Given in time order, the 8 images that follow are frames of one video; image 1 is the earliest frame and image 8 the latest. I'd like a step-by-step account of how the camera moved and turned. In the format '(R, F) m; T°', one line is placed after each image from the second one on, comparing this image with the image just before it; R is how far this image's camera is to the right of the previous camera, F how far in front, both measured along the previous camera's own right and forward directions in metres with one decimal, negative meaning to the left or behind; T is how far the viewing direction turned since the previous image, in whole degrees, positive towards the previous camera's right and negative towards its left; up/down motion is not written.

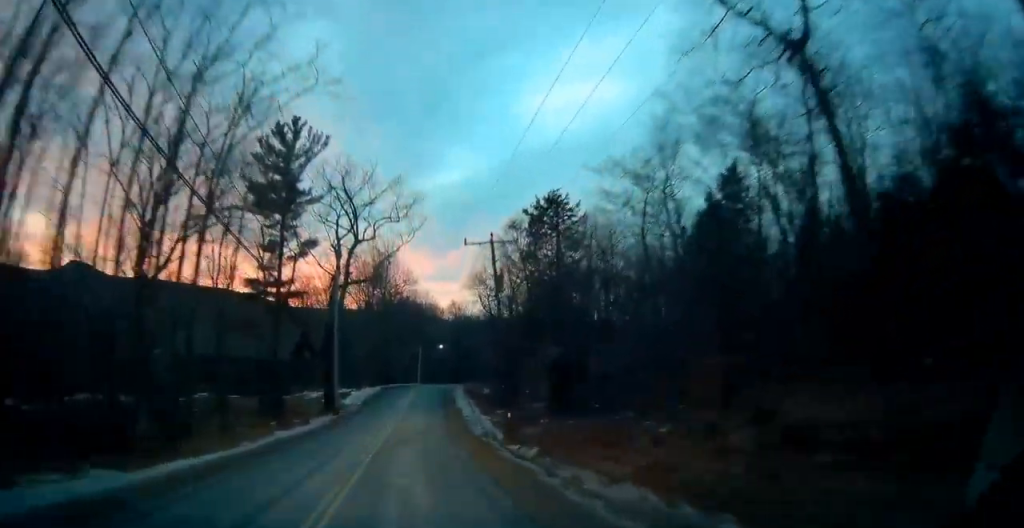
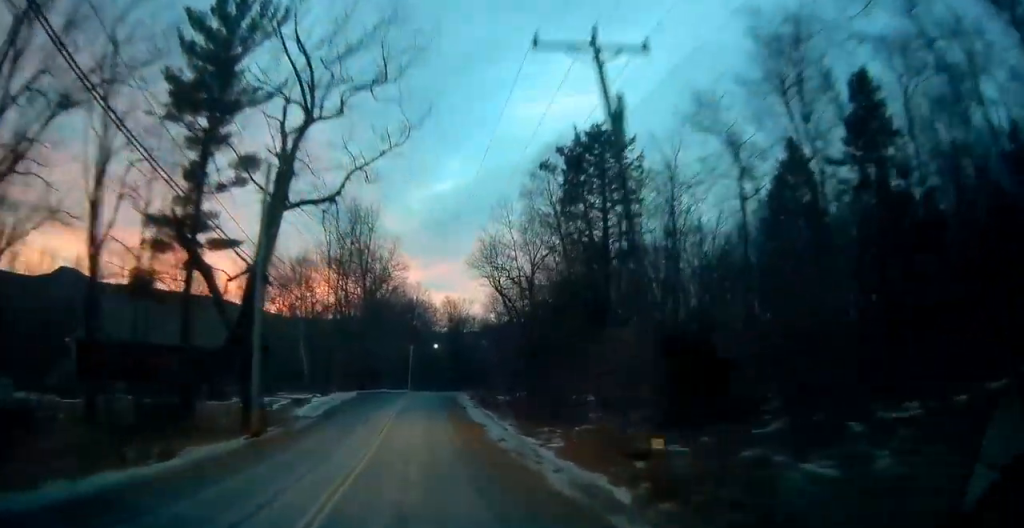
(+0.1, +19.2) m; +1°
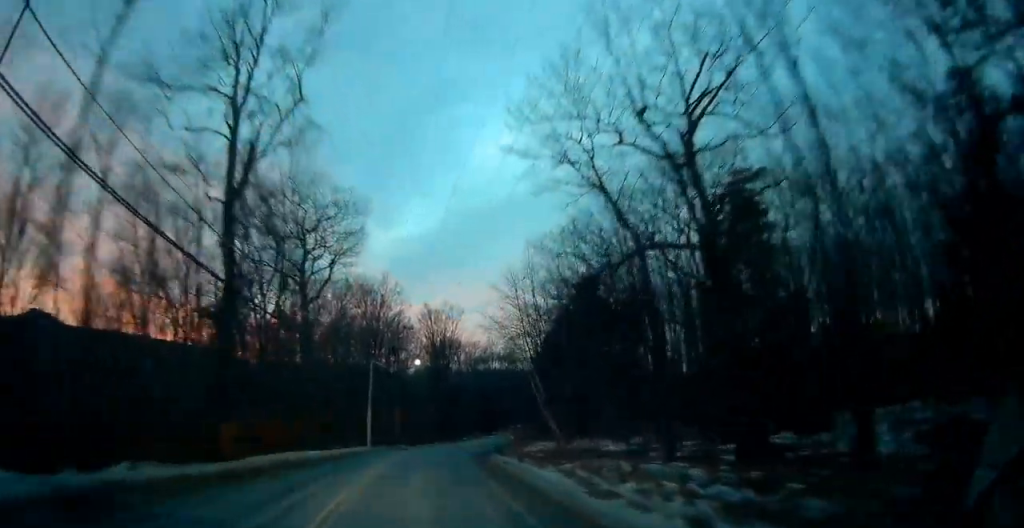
(+1.2, +42.8) m; +4°
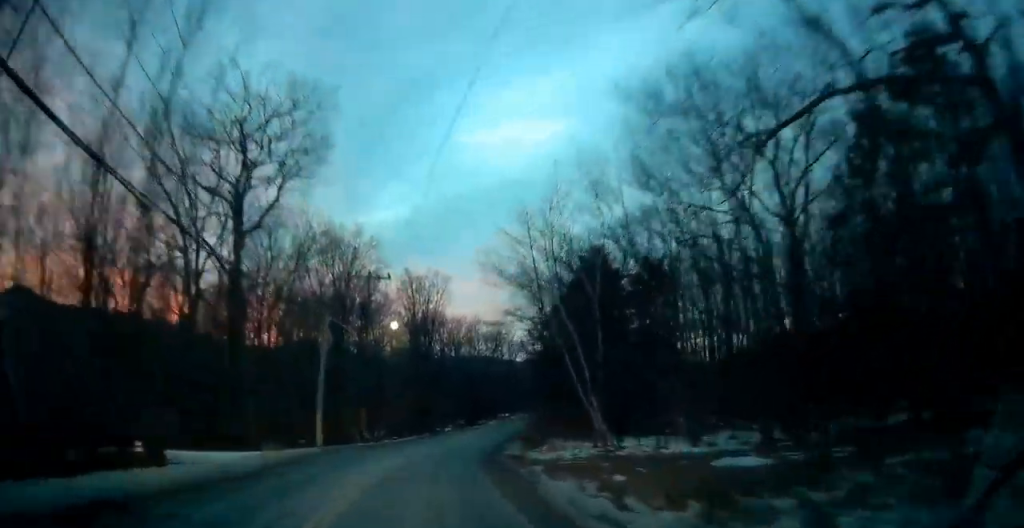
(+0.3, +15.2) m; +2°
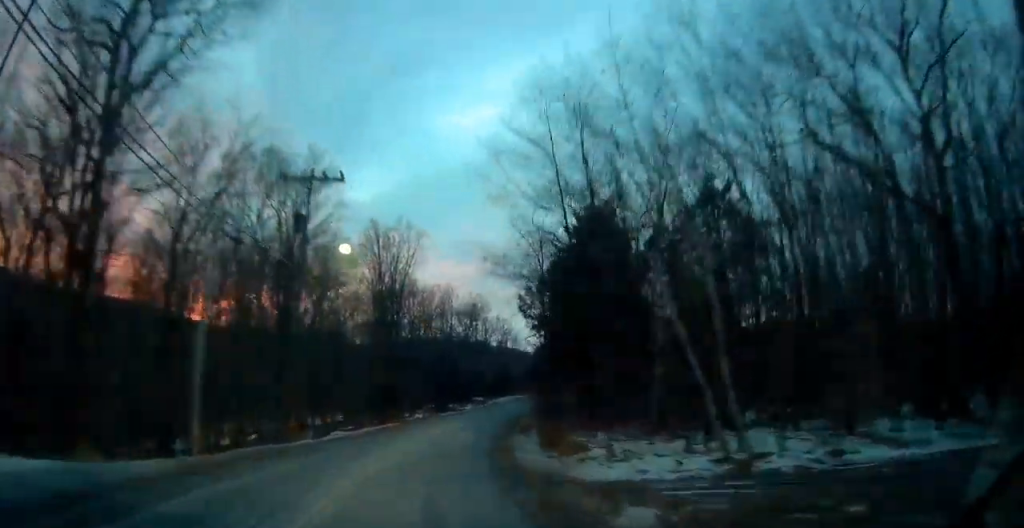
(+0.2, +14.7) m; +3°
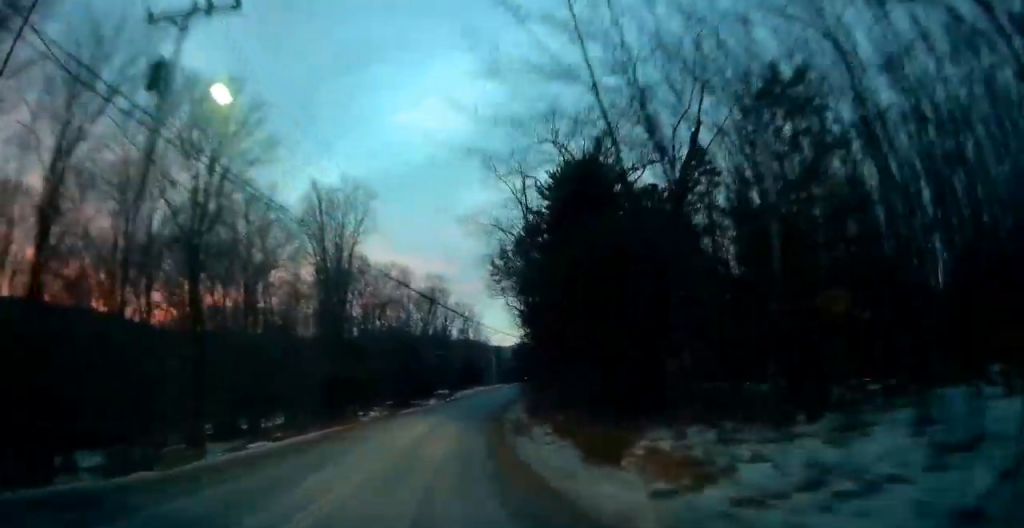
(+0.1, +11.8) m; +4°
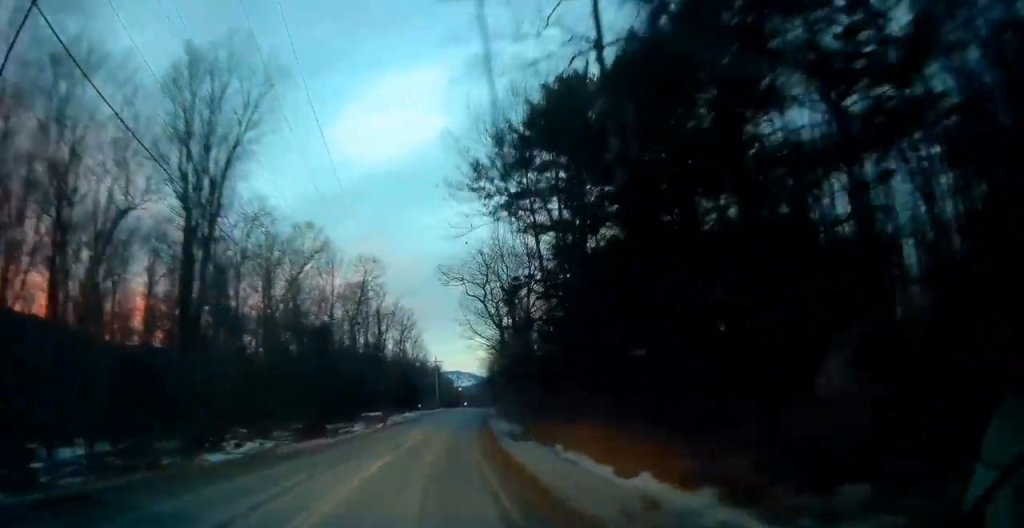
(+1.9, +24.1) m; +7°
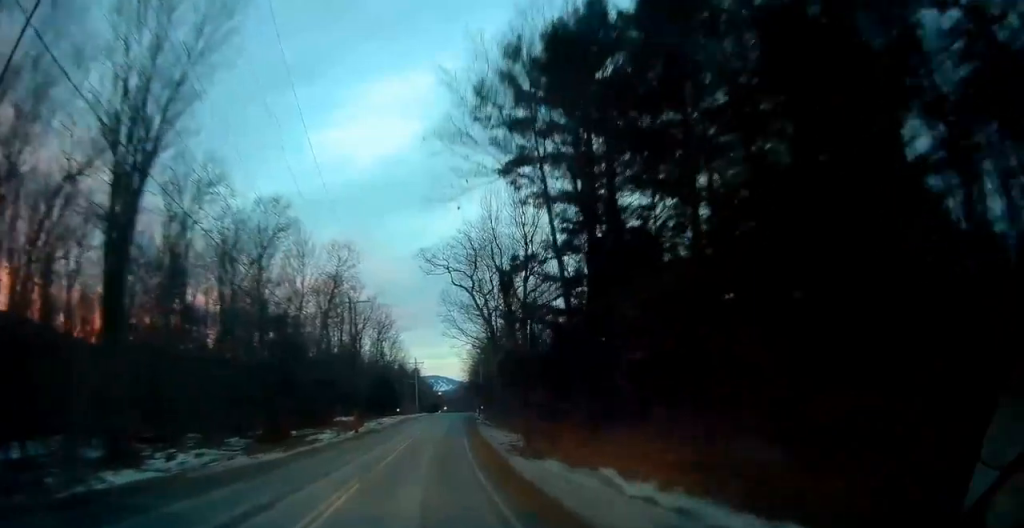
(-0.1, +7.3) m; +2°
